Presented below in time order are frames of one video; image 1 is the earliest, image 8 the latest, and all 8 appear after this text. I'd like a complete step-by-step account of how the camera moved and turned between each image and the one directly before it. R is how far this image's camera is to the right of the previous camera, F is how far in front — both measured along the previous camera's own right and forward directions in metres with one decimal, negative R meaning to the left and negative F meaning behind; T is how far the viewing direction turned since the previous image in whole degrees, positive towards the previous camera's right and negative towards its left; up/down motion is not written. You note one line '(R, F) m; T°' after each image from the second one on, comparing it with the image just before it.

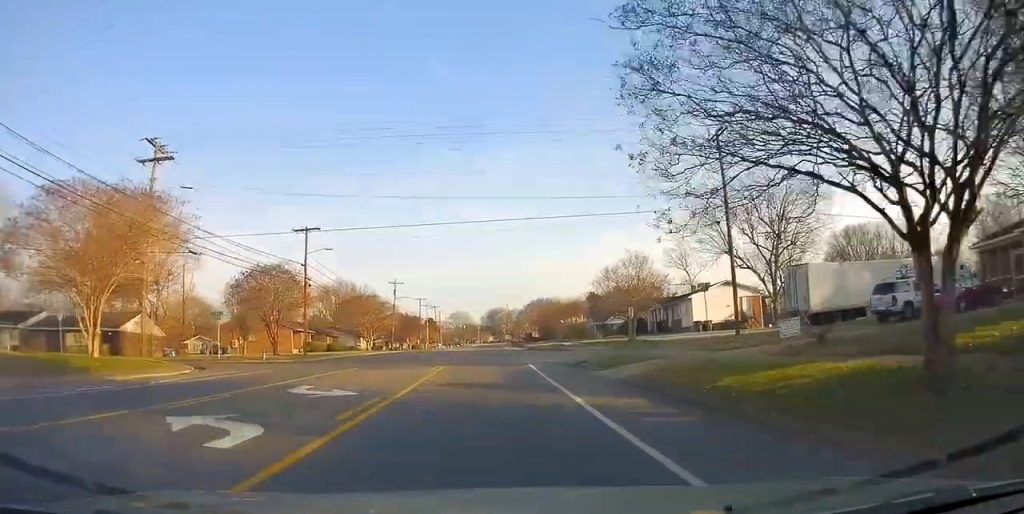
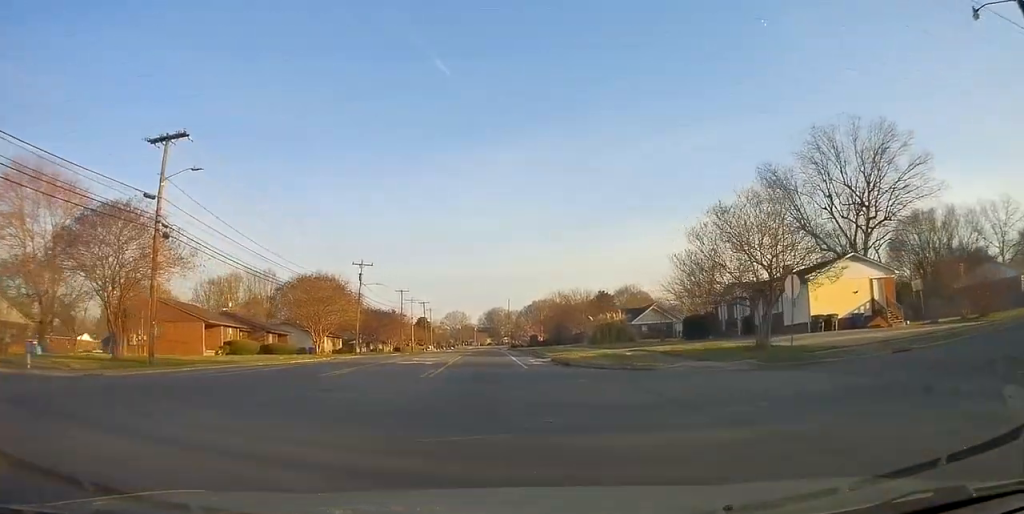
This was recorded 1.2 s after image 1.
(0.0, +22.8) m; -1°
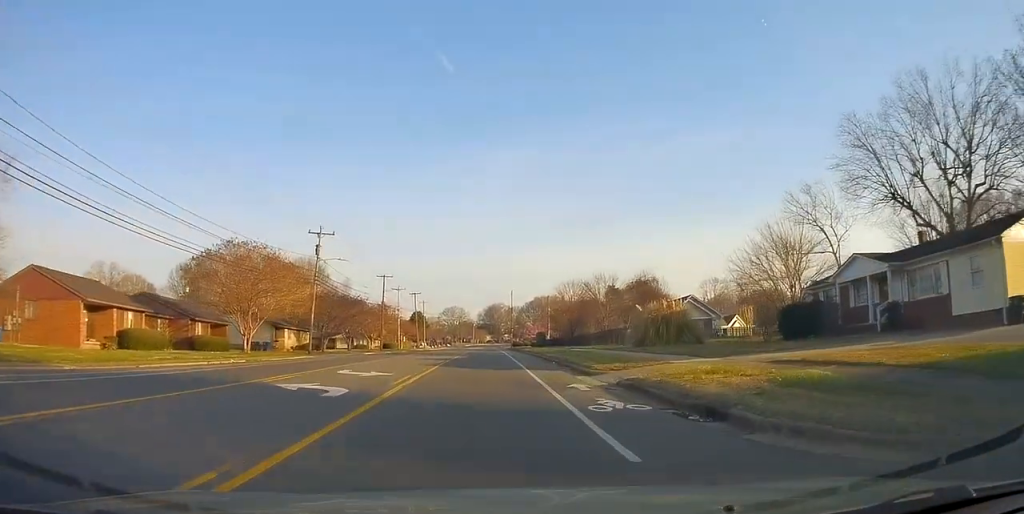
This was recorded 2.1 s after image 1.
(-0.4, +16.9) m; -1°
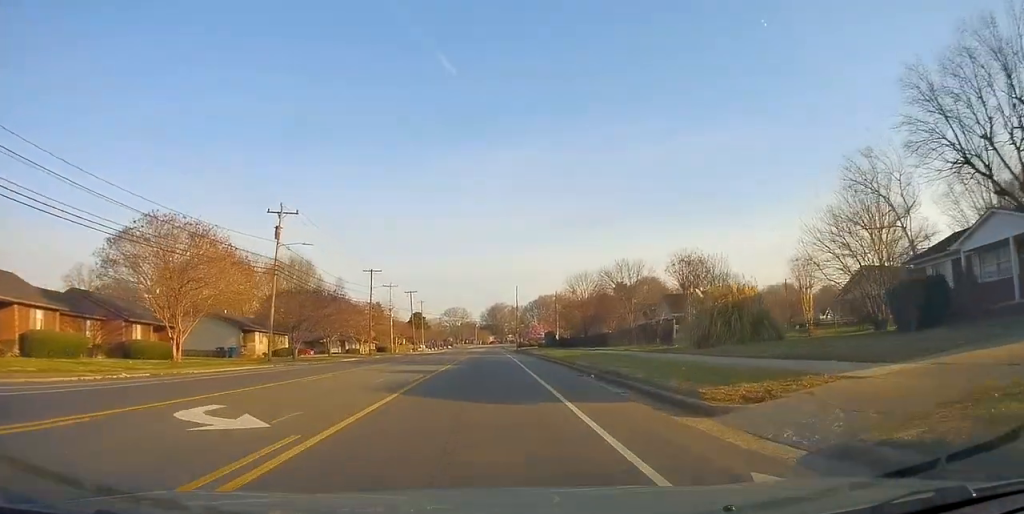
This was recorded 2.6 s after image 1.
(+0.1, +10.0) m; +1°
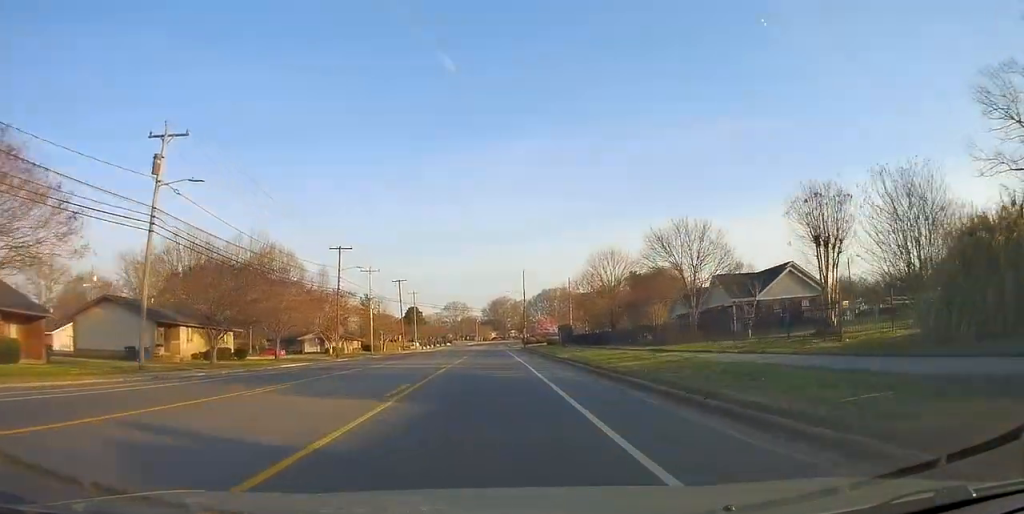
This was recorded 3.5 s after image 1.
(+0.1, +16.1) m; -1°
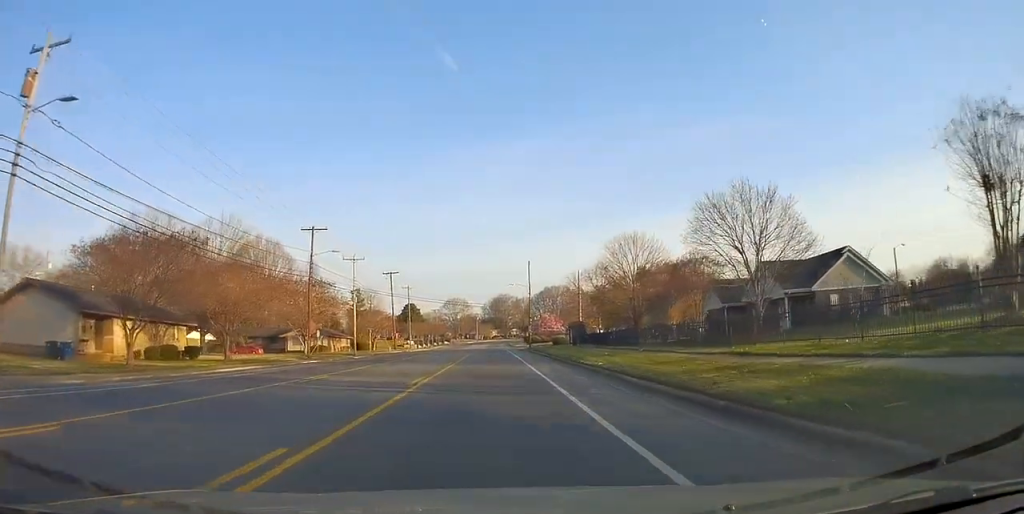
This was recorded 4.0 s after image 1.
(0.0, +9.2) m; 0°
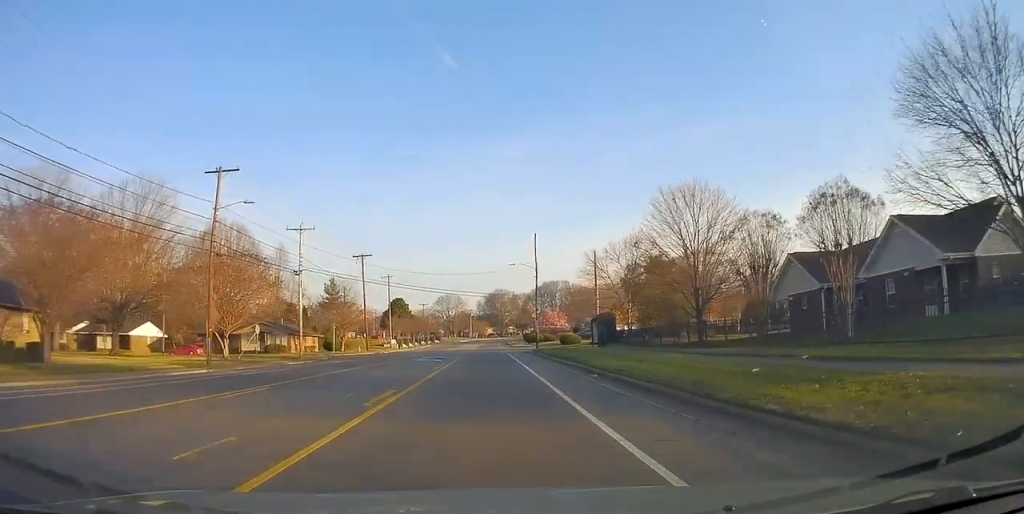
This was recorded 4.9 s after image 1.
(-0.4, +16.8) m; 0°
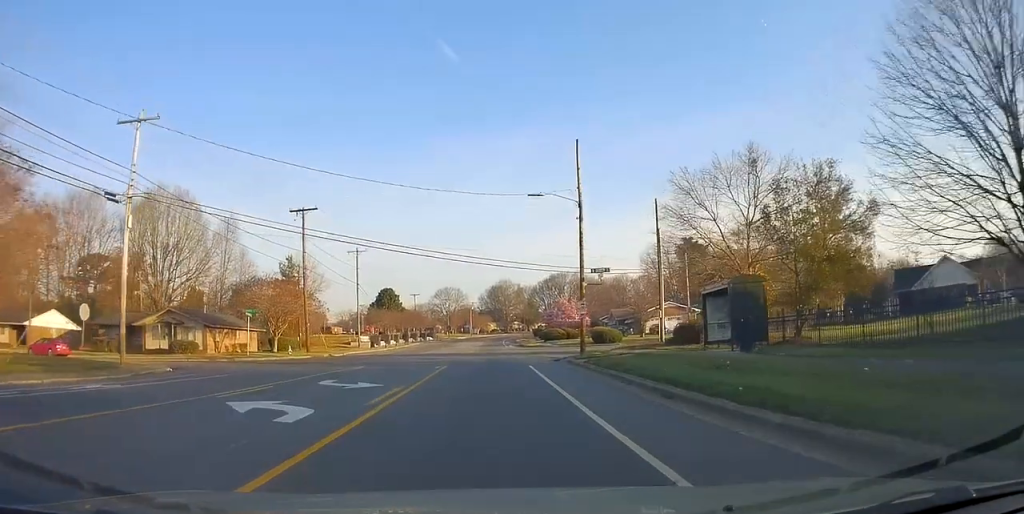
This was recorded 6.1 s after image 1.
(+0.6, +24.2) m; +1°
